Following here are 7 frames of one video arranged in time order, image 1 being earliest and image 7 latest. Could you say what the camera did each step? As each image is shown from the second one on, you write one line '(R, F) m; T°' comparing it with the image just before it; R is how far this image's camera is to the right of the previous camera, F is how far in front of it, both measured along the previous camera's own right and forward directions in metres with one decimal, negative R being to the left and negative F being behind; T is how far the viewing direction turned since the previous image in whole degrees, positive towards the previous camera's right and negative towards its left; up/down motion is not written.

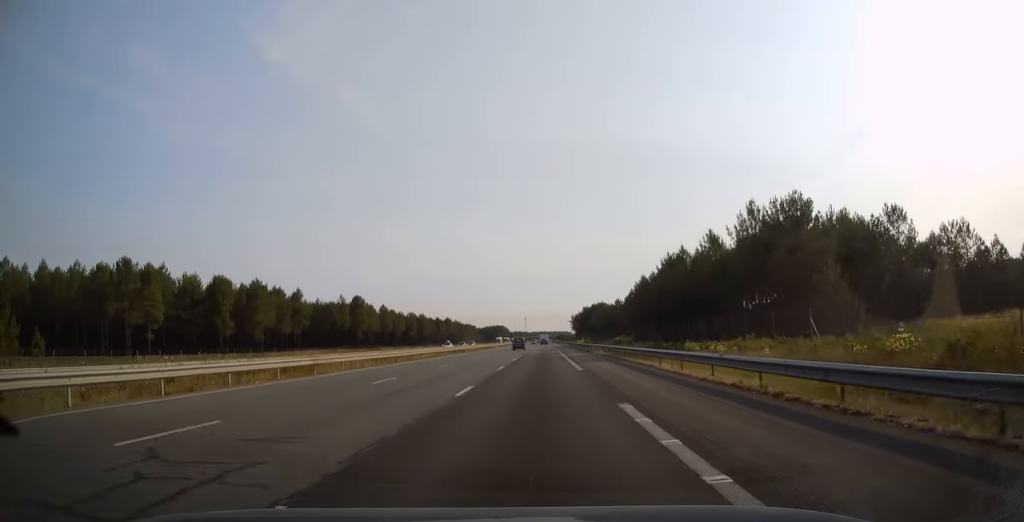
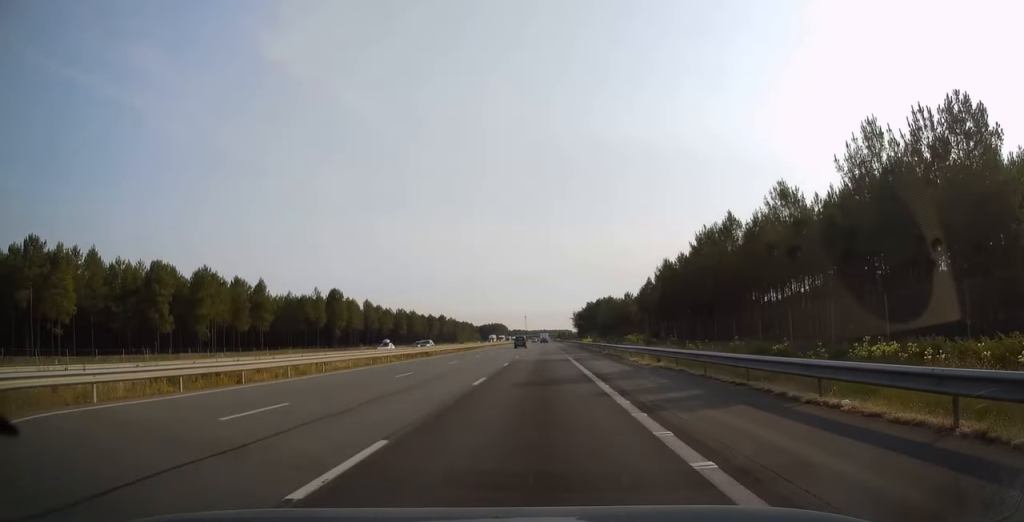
(+0.1, +23.1) m; 0°
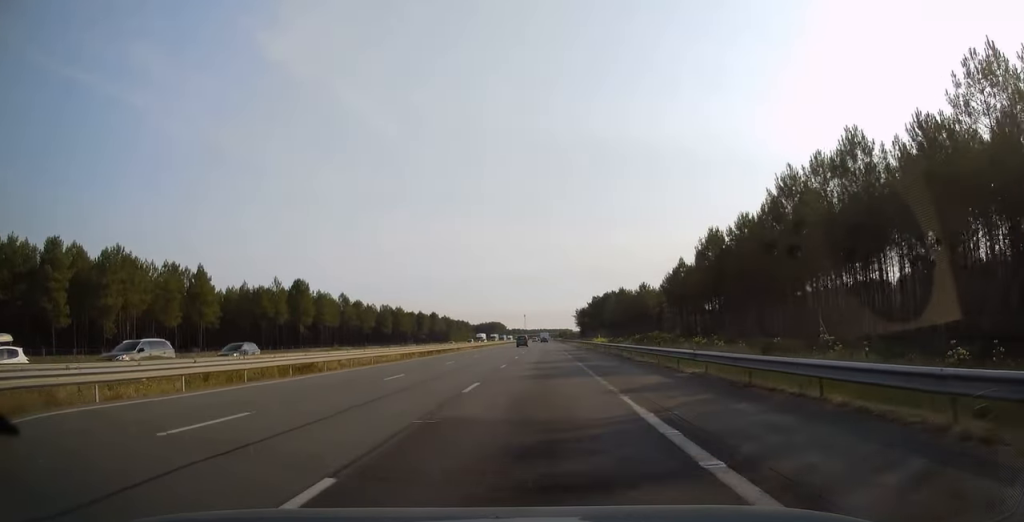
(0.0, +28.1) m; 0°
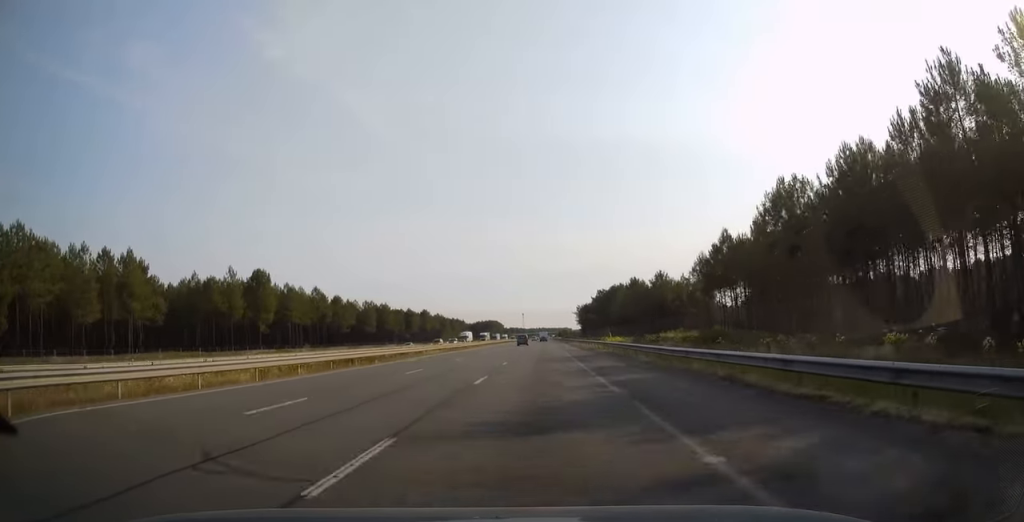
(-0.1, +23.2) m; 0°
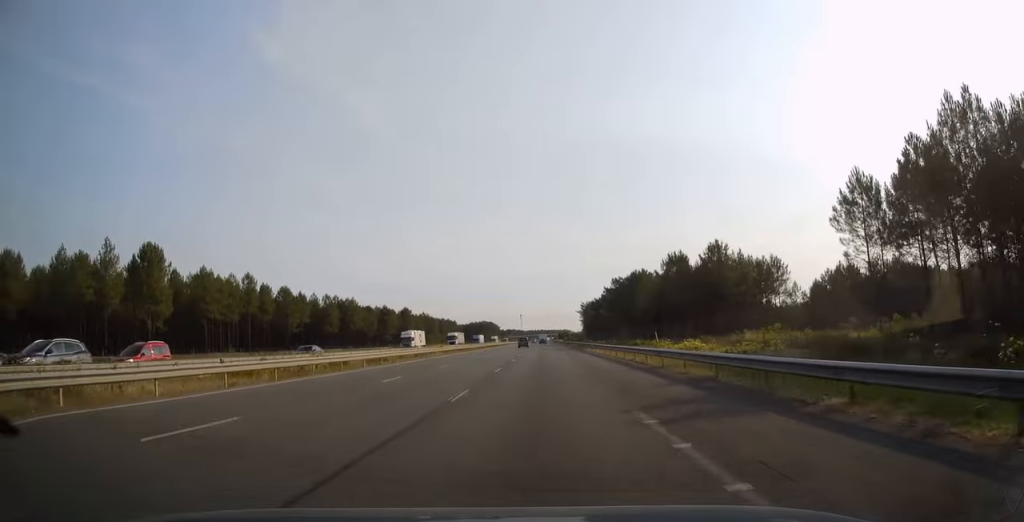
(+0.2, +42.3) m; 0°
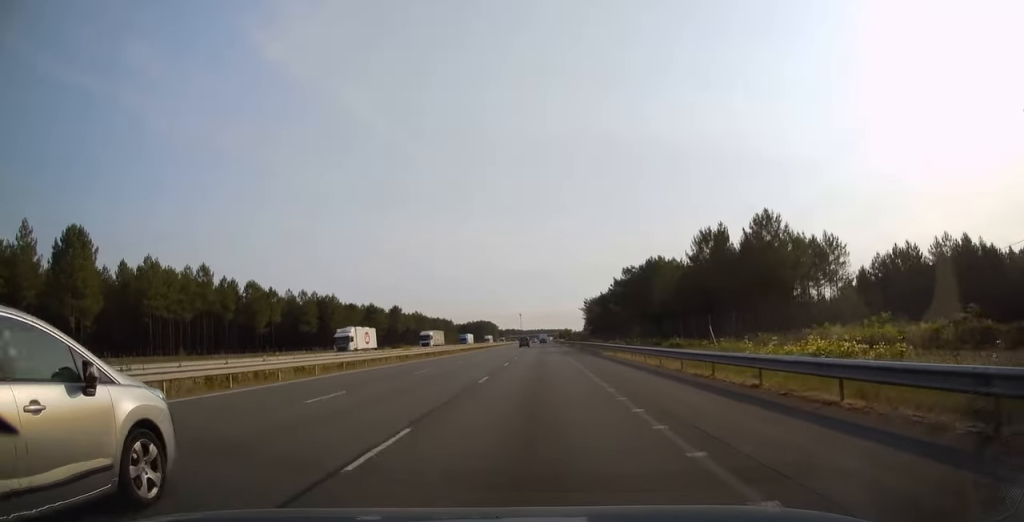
(0.0, +19.7) m; 0°
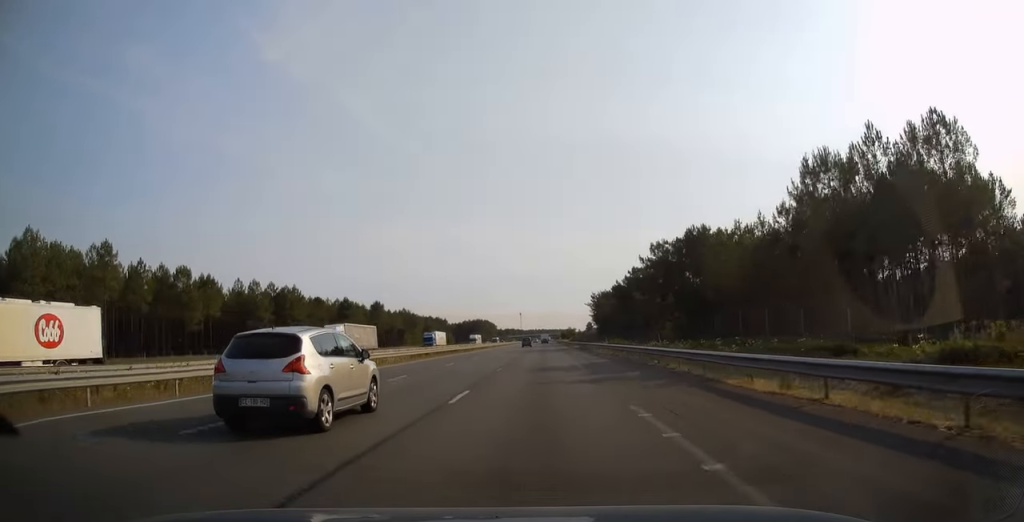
(0.0, +31.4) m; 0°
